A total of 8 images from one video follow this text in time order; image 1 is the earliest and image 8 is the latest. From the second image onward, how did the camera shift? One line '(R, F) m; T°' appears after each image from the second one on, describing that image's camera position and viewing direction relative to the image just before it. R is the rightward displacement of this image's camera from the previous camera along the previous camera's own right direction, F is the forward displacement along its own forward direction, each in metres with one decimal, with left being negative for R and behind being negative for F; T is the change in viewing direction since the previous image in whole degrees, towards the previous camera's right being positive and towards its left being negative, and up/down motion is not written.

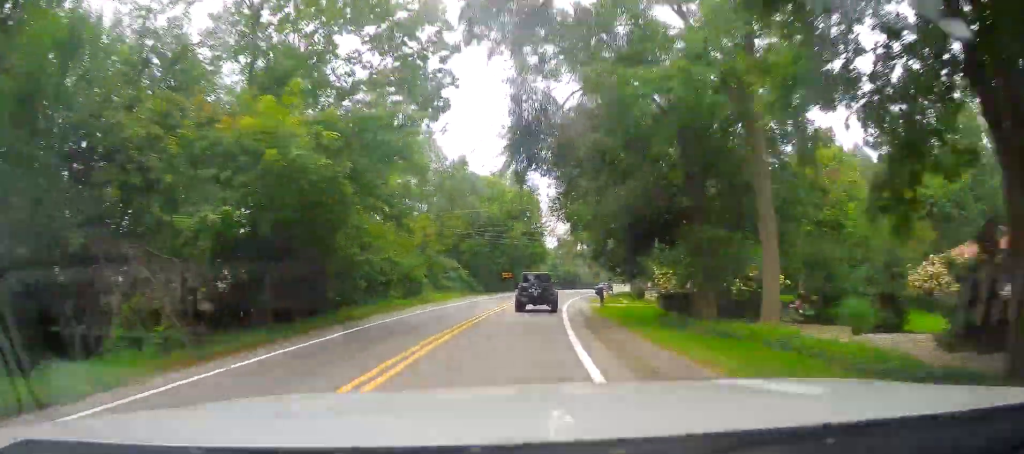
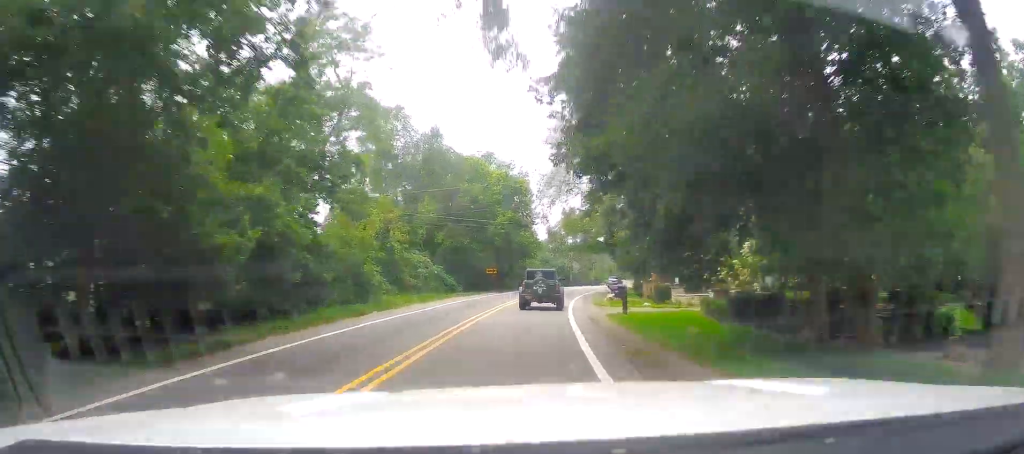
(0.0, +10.5) m; 0°
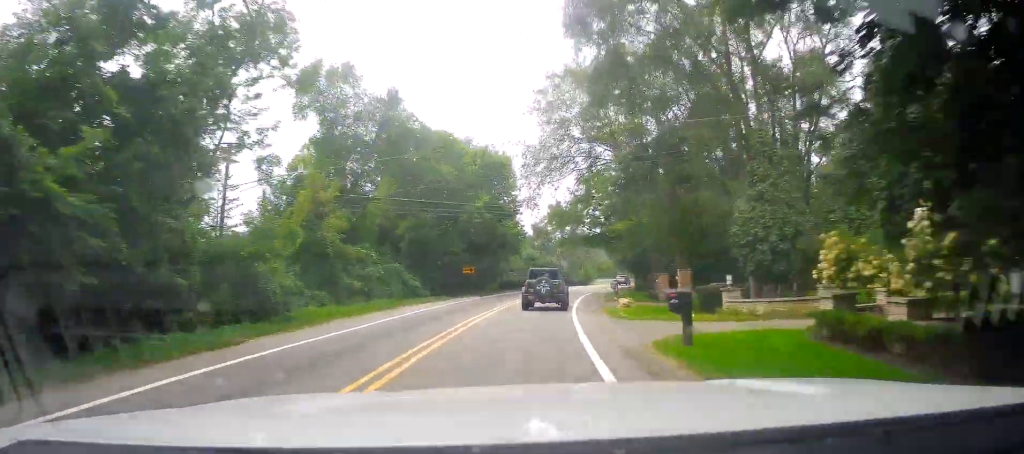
(-0.1, +10.6) m; +1°
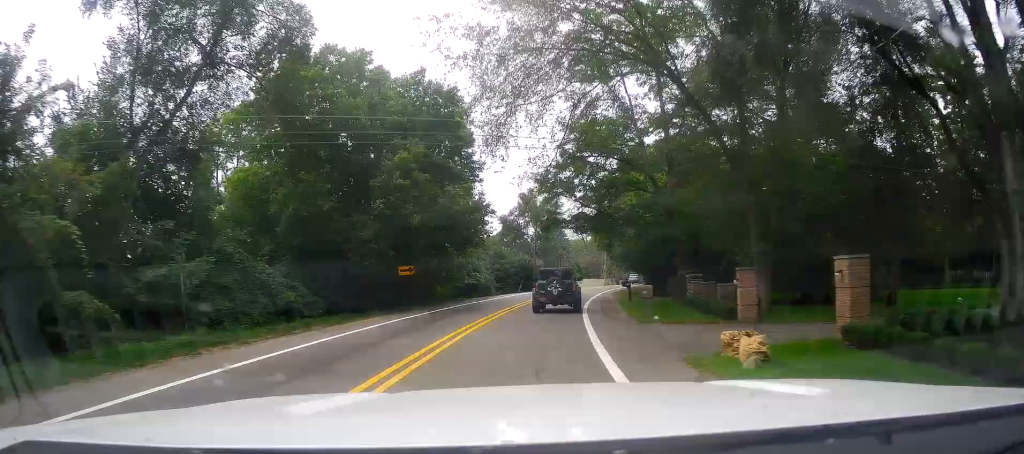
(+0.4, +18.8) m; +2°
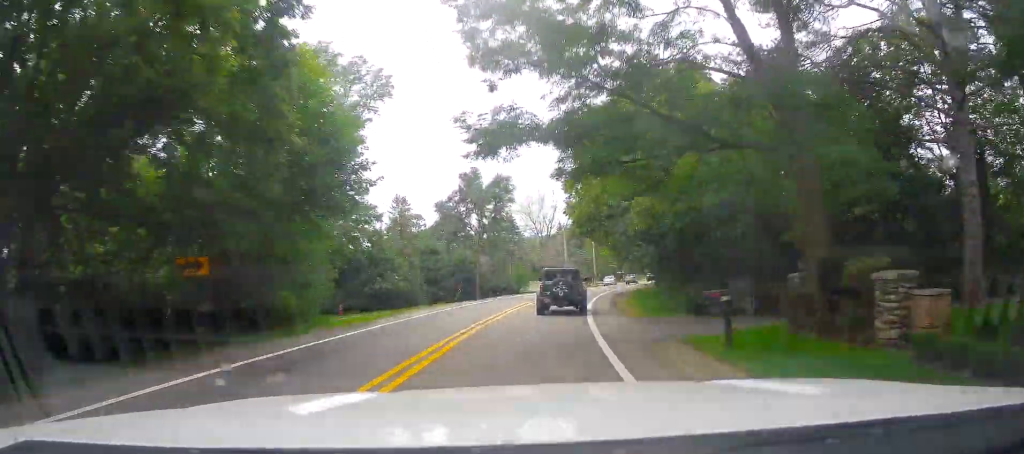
(+0.2, +23.6) m; +3°
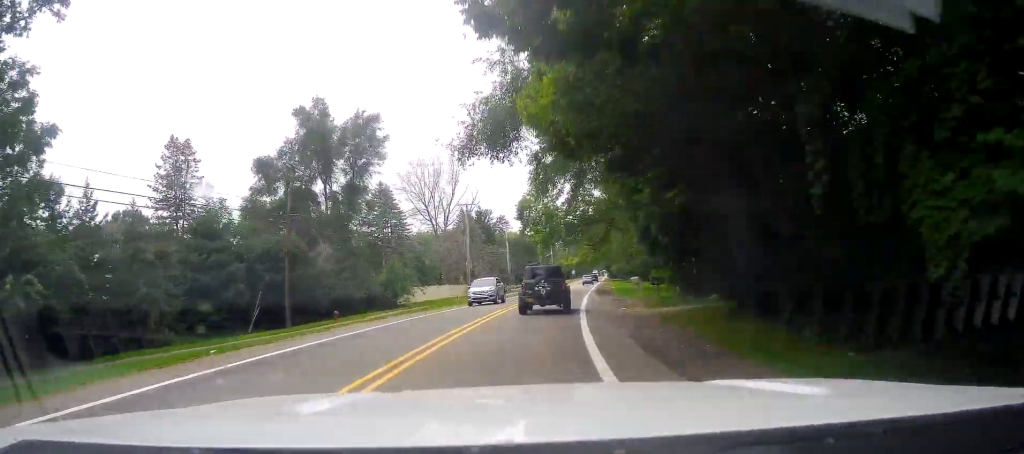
(+2.8, +36.5) m; +8°
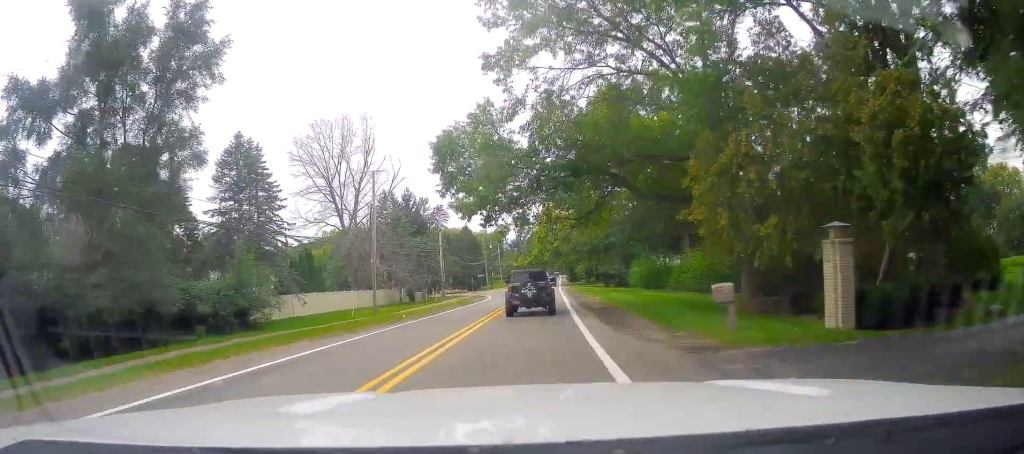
(+1.1, +25.7) m; +6°
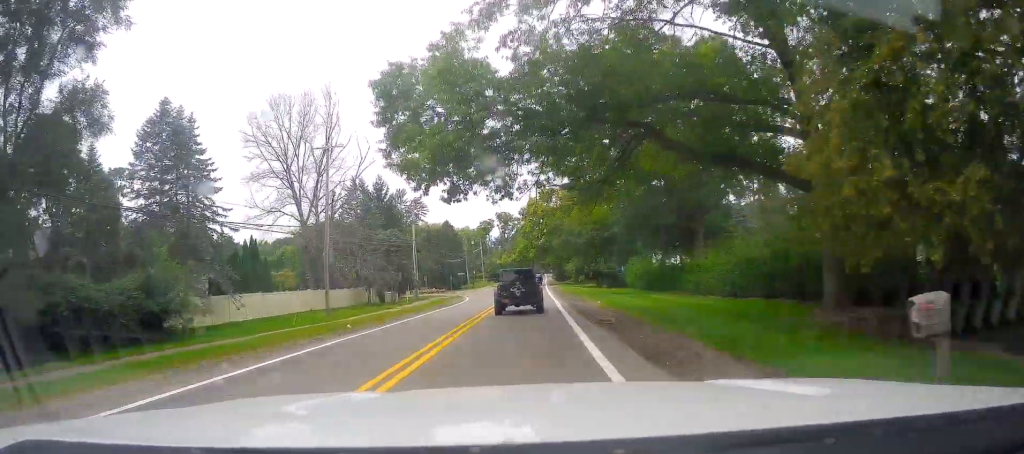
(+0.3, +8.8) m; +3°
